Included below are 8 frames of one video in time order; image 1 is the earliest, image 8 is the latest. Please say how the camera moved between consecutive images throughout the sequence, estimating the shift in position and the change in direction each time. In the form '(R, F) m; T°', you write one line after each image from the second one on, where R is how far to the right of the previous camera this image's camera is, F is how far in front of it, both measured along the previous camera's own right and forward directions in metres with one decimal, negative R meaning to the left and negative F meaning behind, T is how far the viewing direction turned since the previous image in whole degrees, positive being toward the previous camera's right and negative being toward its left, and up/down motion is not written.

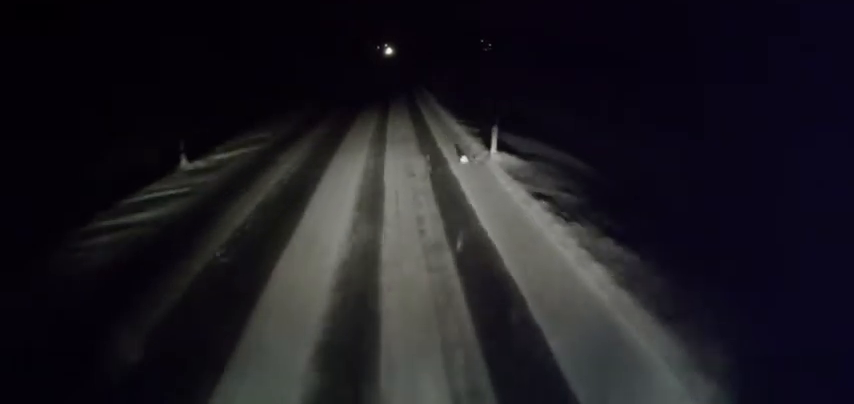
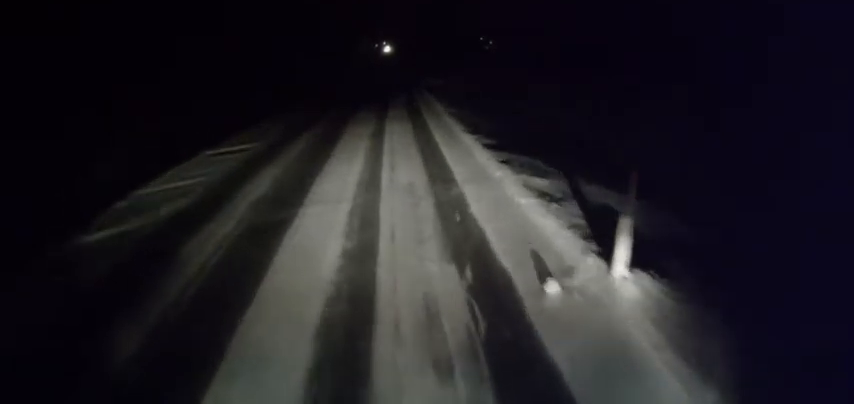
(0.0, +7.4) m; 0°
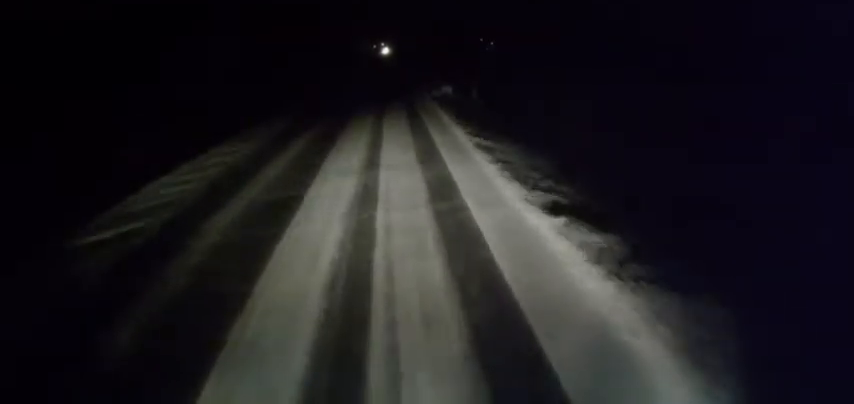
(+0.1, +8.1) m; 0°
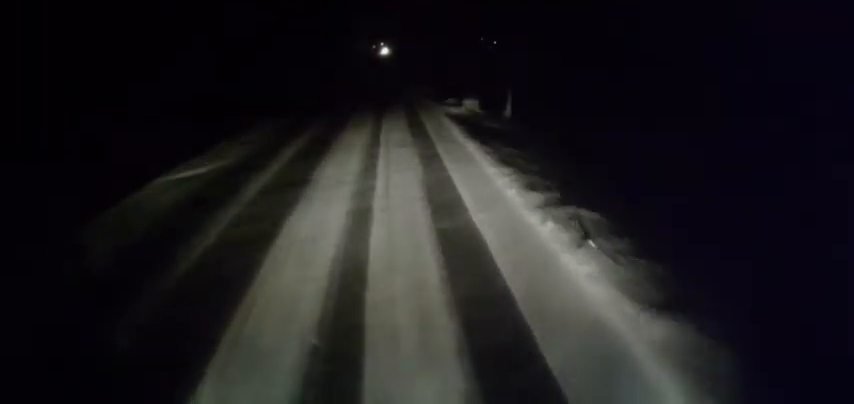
(0.0, +10.5) m; 0°
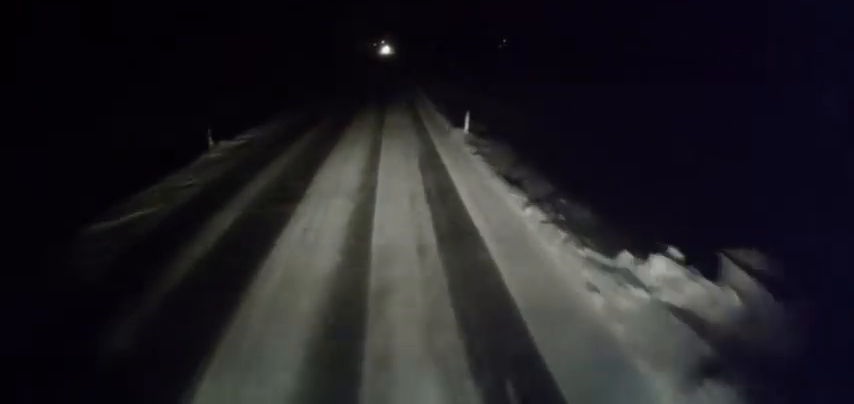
(+0.1, +21.5) m; 0°
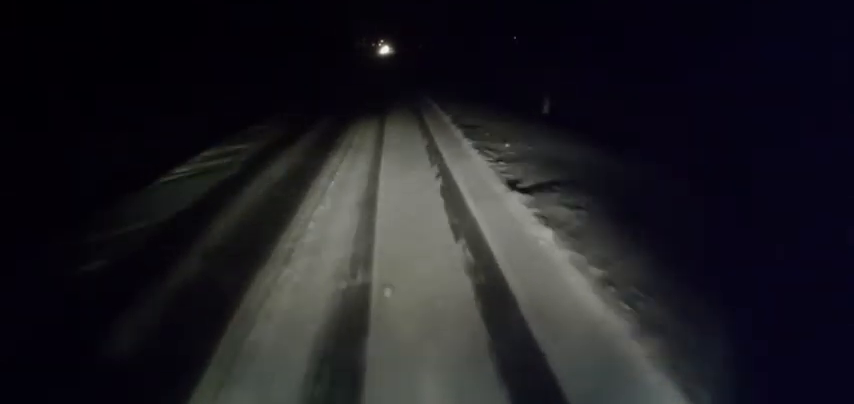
(-0.3, +23.2) m; -1°
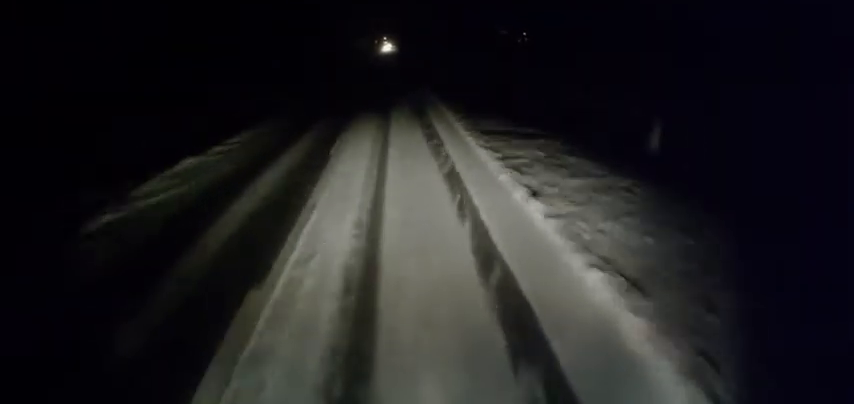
(0.0, +12.5) m; +1°
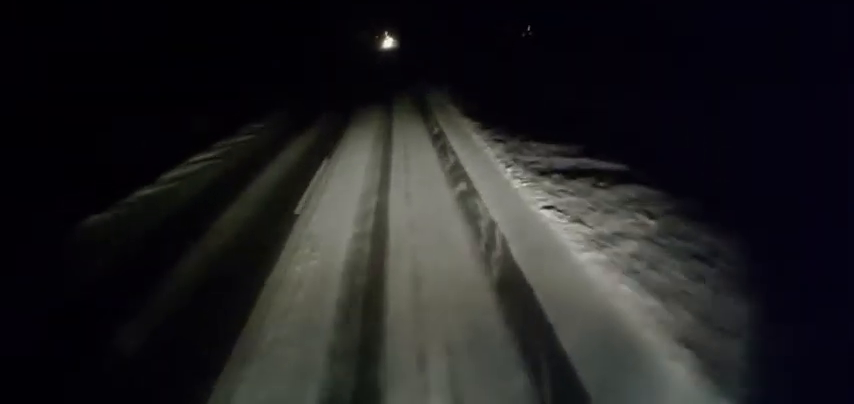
(+0.1, +5.6) m; +1°
